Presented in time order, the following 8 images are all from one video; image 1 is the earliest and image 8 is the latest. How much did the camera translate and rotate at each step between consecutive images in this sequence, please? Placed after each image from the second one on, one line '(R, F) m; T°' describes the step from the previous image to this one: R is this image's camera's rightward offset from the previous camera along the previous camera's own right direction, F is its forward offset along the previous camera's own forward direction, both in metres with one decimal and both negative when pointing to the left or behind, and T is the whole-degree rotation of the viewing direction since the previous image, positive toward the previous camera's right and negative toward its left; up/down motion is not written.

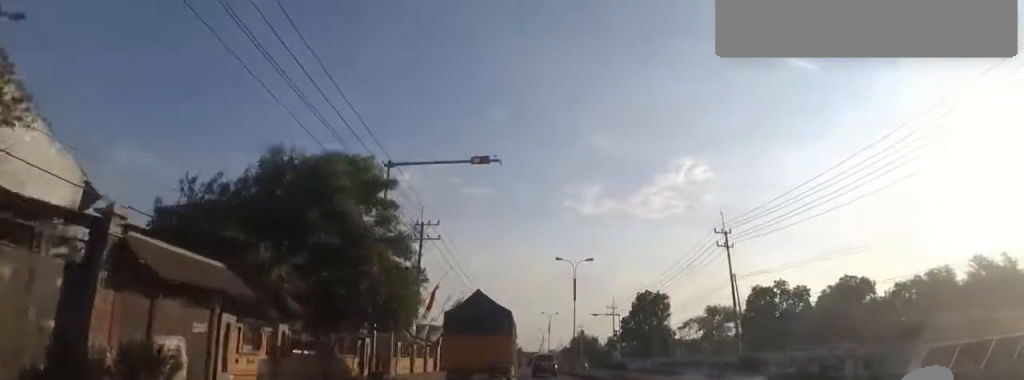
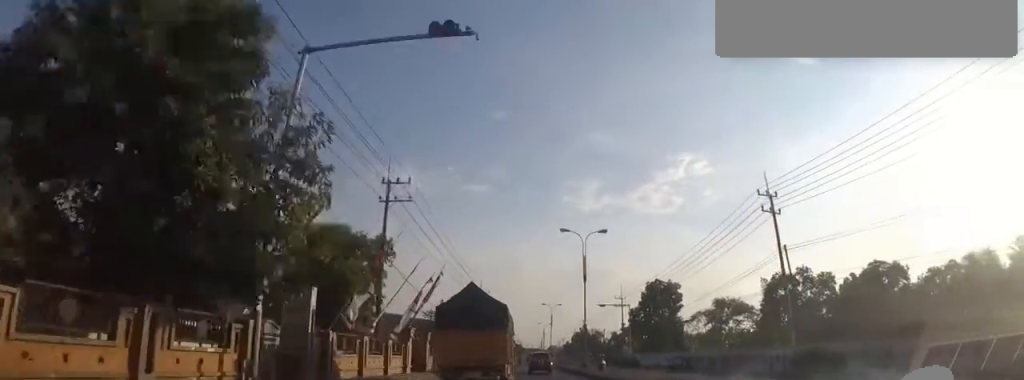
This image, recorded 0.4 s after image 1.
(-0.6, +8.3) m; -1°
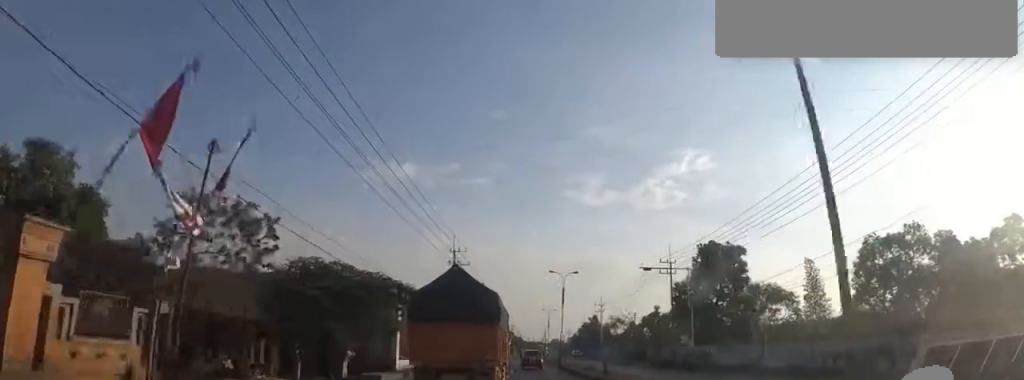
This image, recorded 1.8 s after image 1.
(-0.9, +26.9) m; 0°
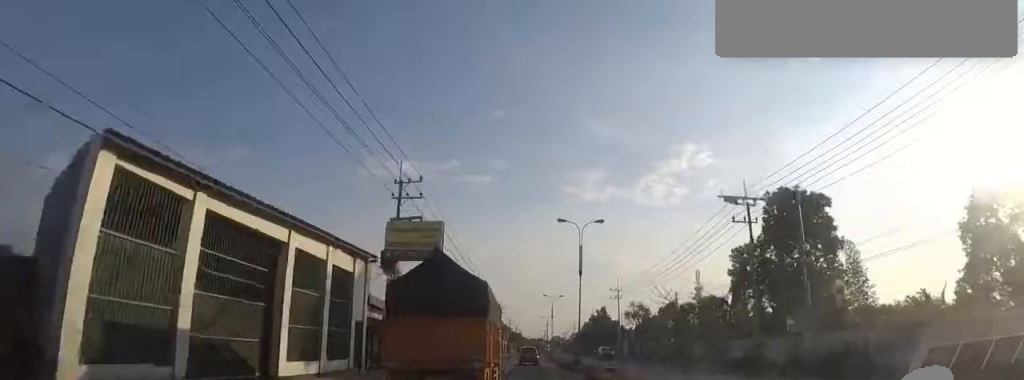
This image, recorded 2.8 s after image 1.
(+0.3, +19.3) m; +1°
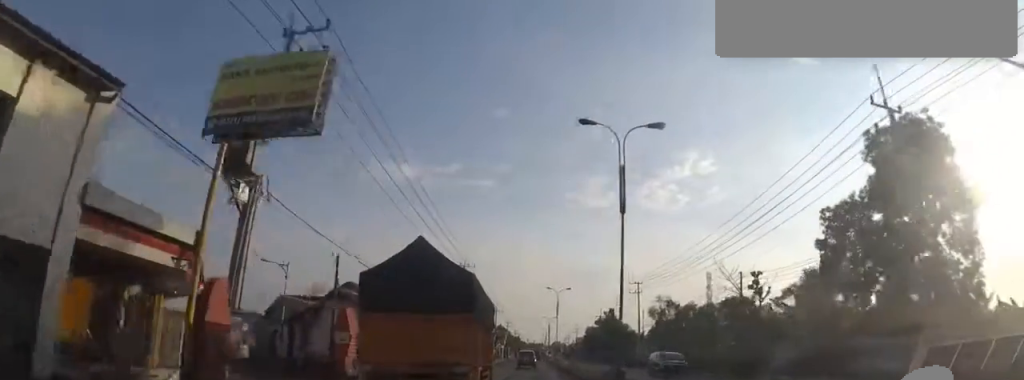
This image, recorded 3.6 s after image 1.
(0.0, +14.6) m; -2°
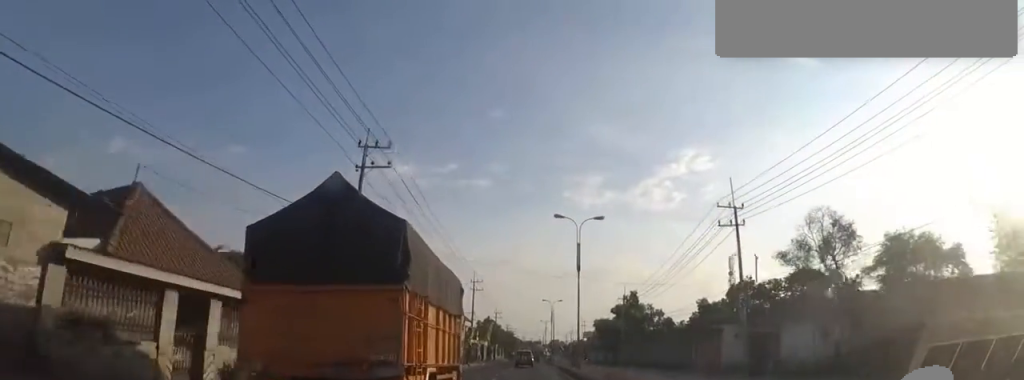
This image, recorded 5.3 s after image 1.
(-1.1, +32.1) m; -1°
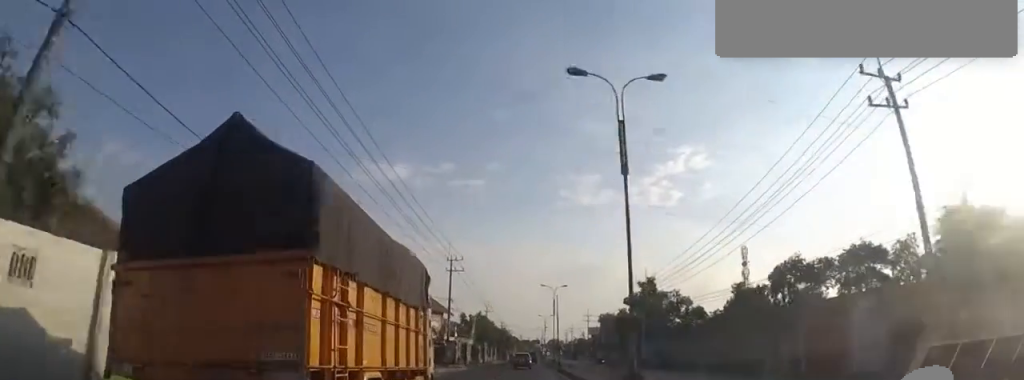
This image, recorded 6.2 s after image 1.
(+0.7, +16.1) m; +2°
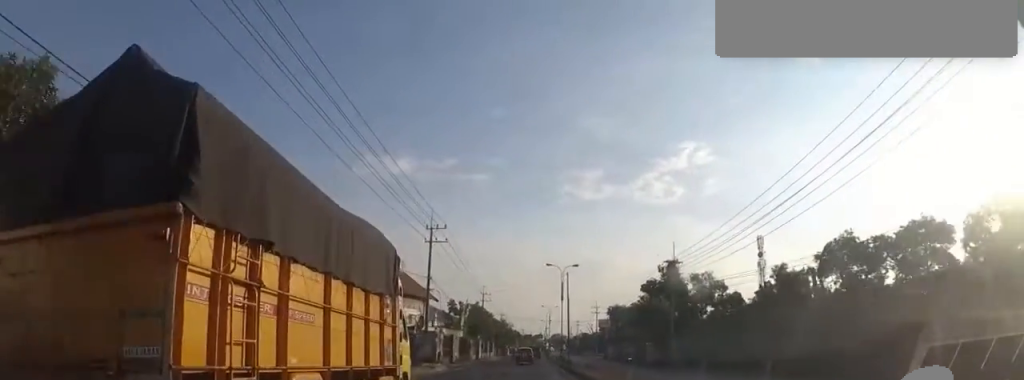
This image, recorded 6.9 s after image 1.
(0.0, +11.1) m; 0°
